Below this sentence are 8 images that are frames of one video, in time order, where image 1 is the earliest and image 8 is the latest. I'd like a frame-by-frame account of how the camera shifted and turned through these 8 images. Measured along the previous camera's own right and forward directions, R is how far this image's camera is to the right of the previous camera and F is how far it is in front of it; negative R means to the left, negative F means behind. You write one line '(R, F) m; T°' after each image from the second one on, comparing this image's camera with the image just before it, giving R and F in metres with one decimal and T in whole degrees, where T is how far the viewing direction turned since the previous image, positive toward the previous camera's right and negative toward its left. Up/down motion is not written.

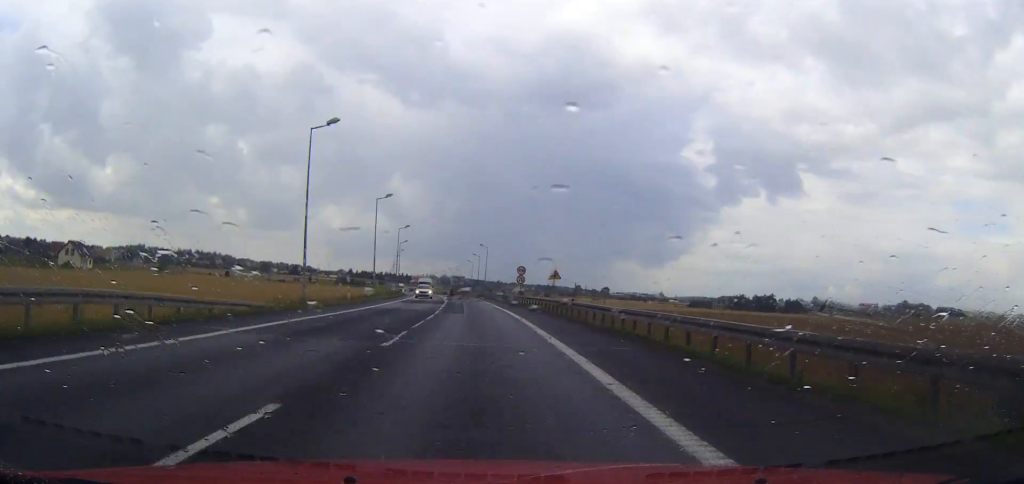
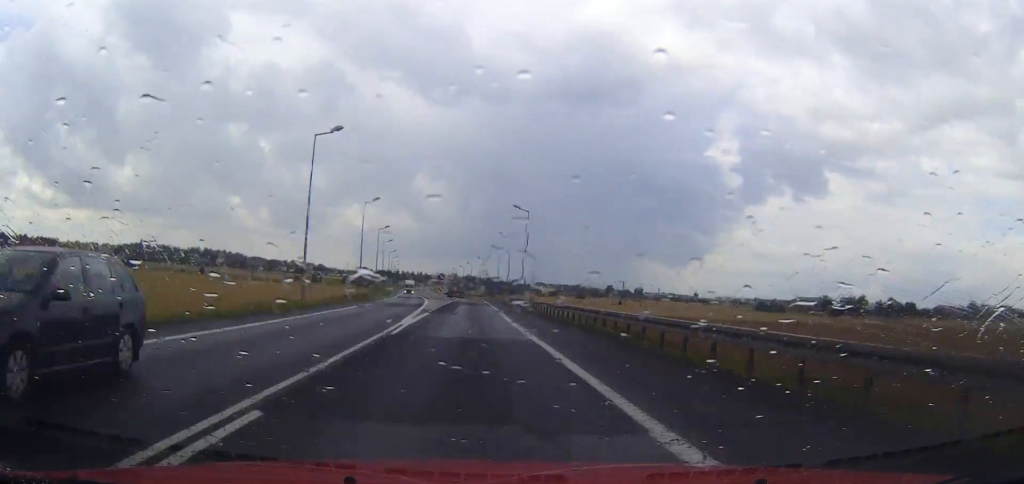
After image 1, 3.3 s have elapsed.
(-1.2, +64.4) m; -2°
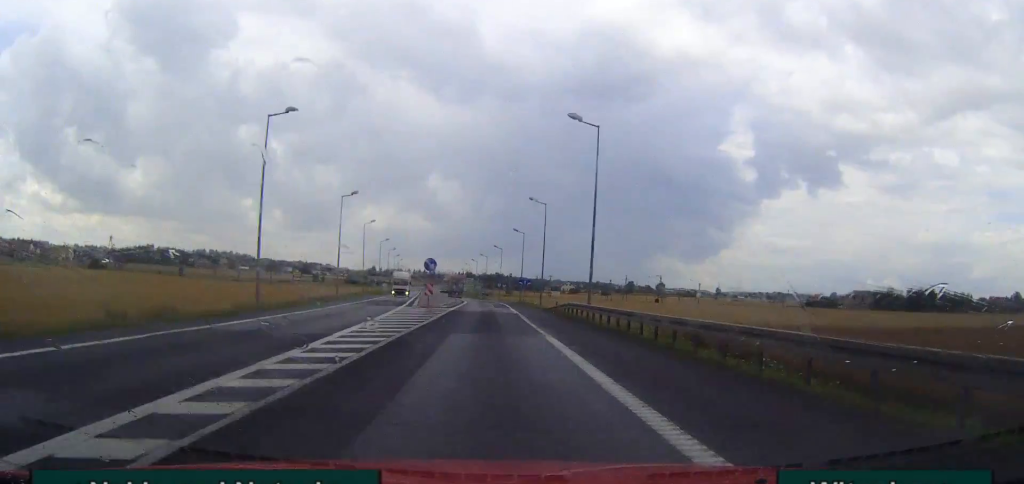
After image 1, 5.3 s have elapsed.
(-0.3, +38.0) m; -1°
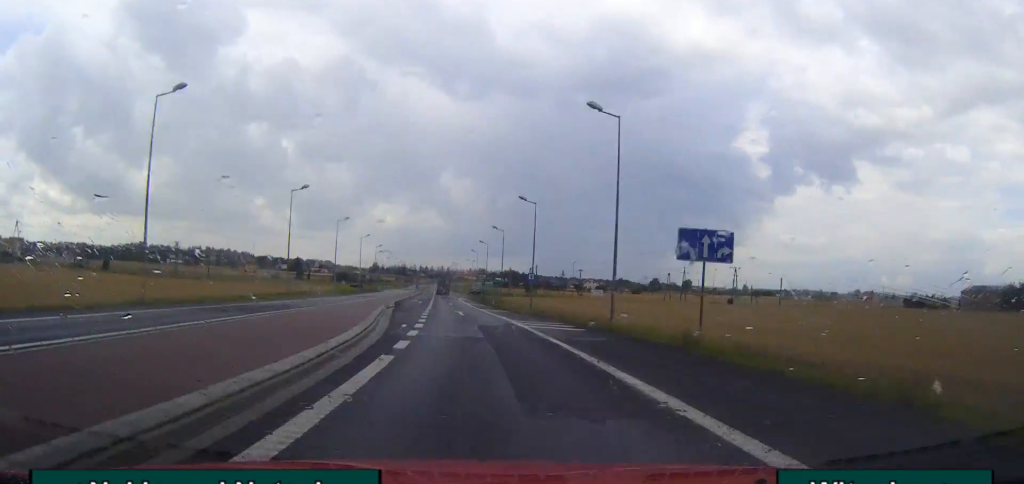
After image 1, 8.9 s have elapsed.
(-1.2, +67.0) m; -2°
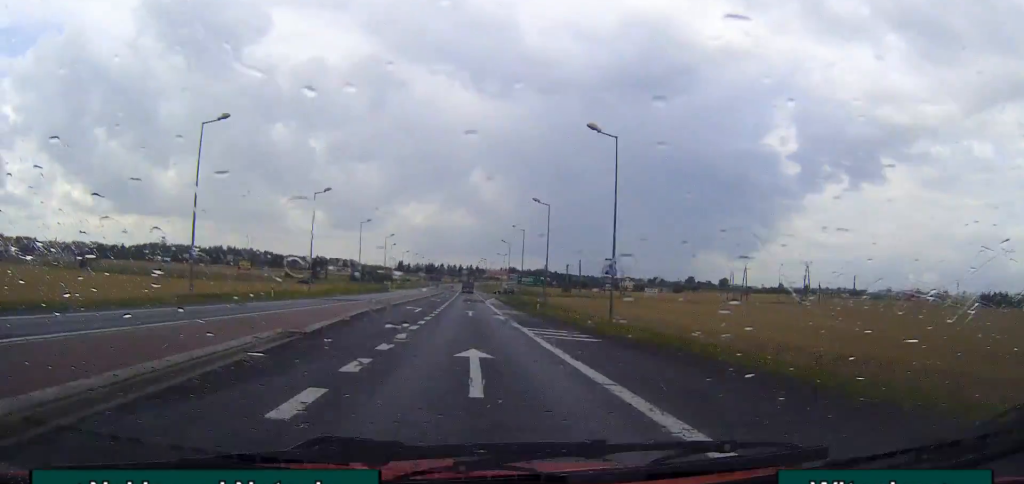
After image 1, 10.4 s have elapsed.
(-0.2, +27.7) m; -1°
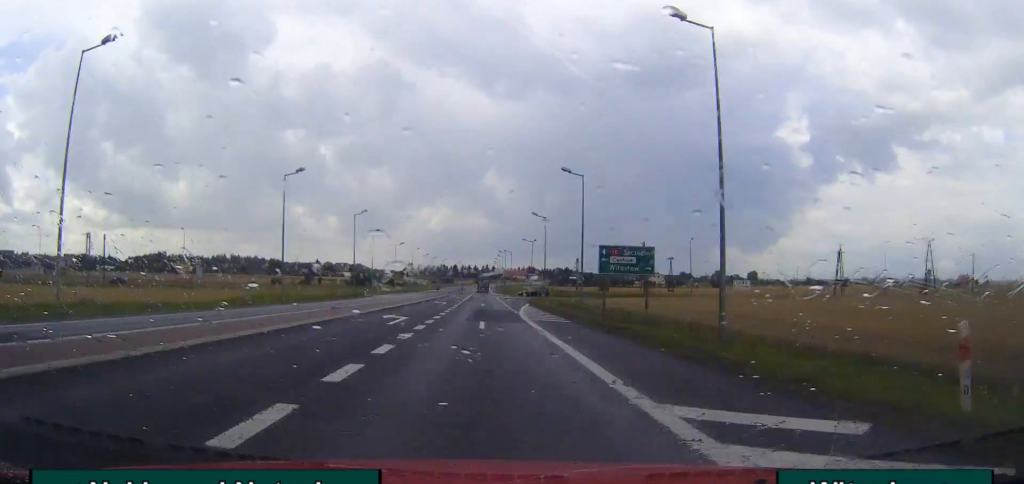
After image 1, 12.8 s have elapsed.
(-0.6, +43.7) m; -1°
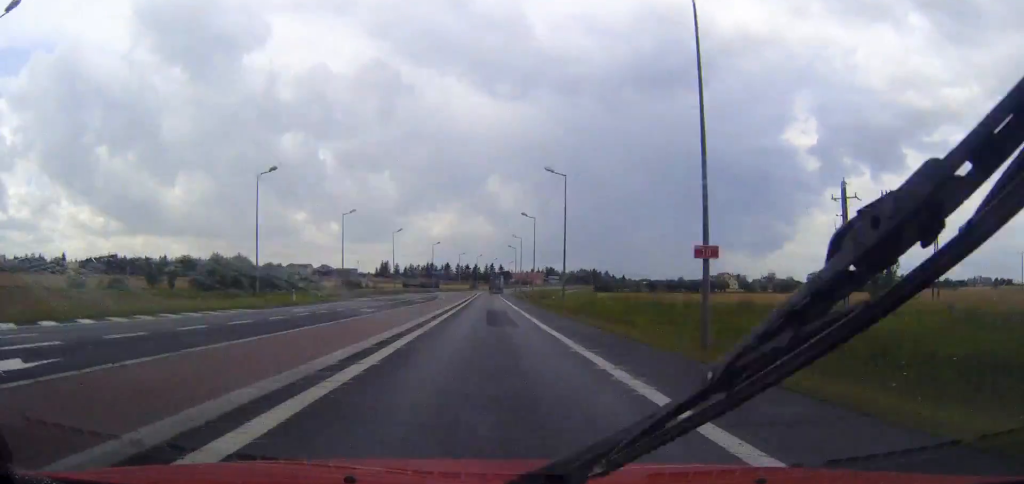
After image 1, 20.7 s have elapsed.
(-0.5, +144.5) m; 0°
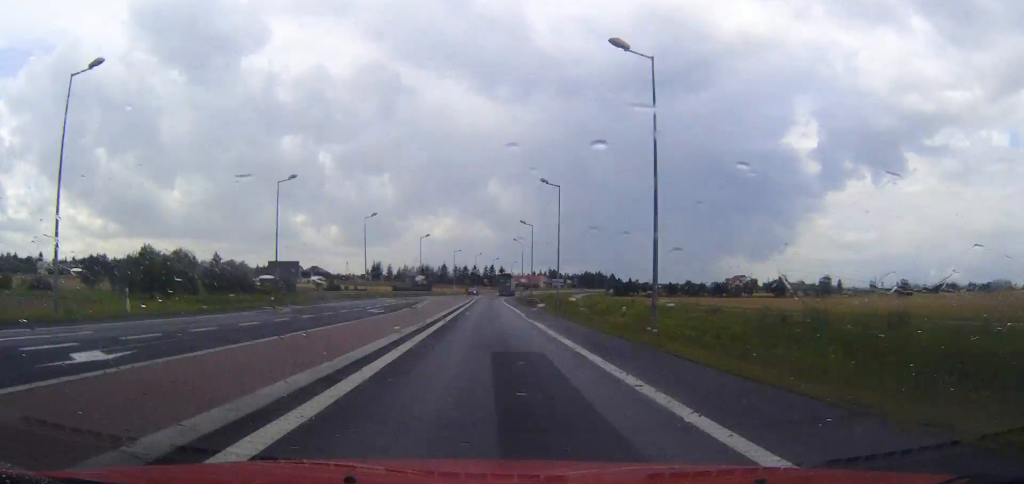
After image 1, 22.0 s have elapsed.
(0.0, +25.6) m; 0°
